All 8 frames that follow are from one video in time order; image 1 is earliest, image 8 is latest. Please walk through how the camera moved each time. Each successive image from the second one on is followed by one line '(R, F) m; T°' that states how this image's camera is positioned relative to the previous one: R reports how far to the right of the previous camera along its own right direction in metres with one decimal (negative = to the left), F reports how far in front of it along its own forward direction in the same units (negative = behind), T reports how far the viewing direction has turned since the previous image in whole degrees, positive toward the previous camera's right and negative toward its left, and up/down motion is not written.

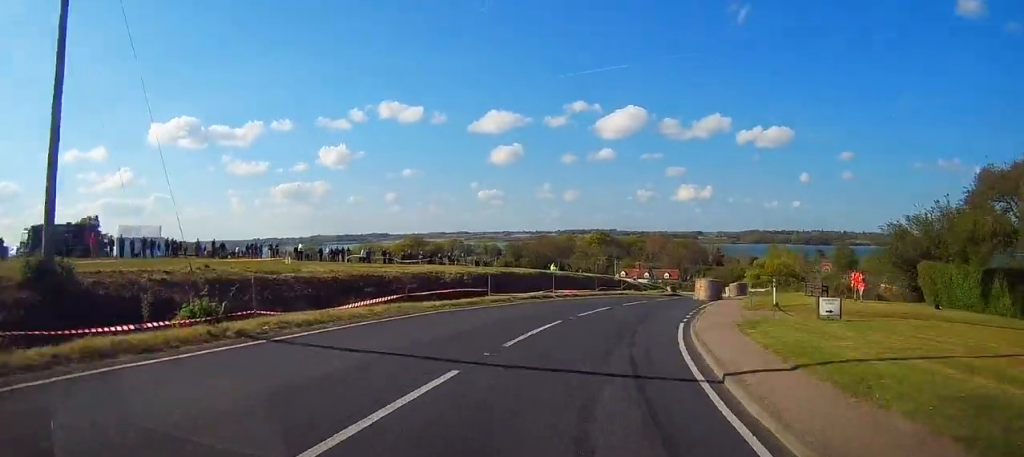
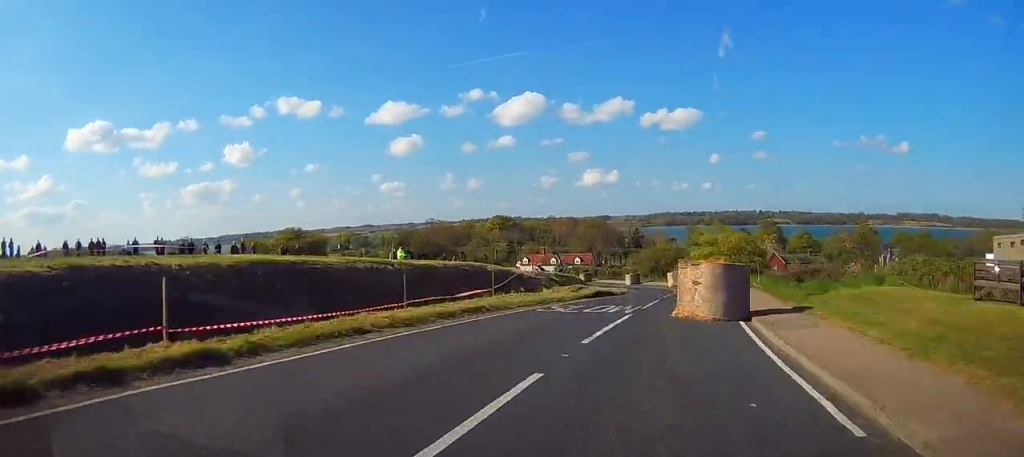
(+2.0, +24.4) m; +8°
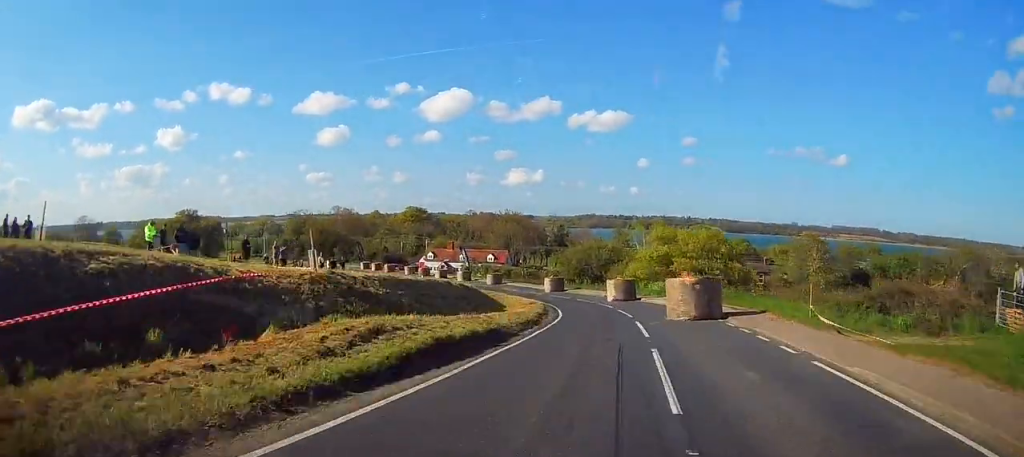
(+1.1, +21.0) m; +4°
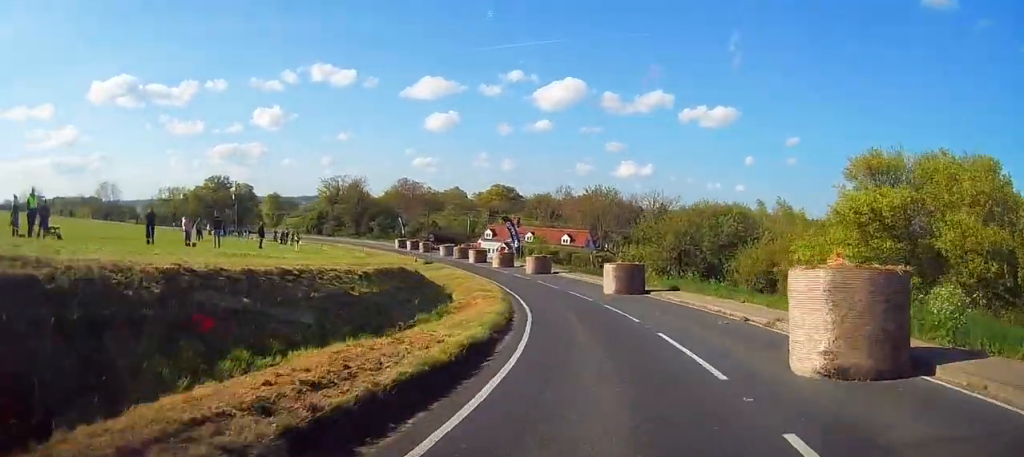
(-0.1, +31.0) m; -6°
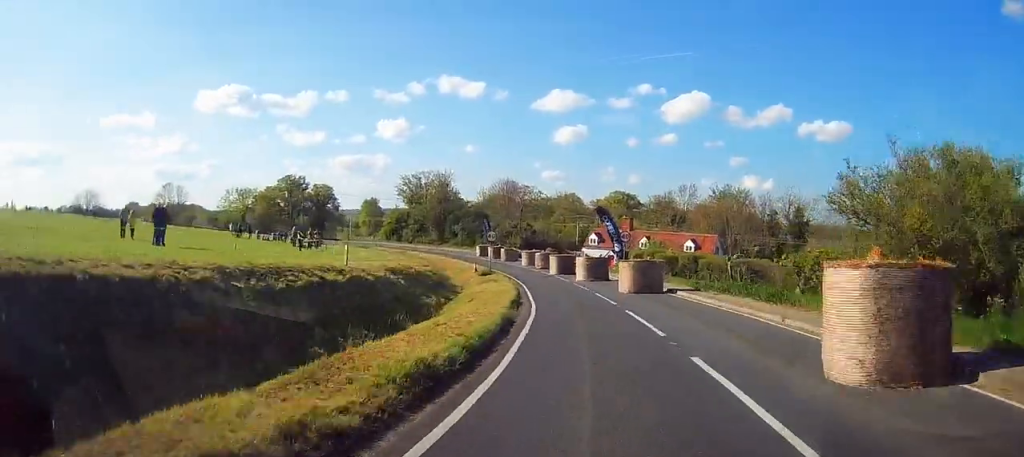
(-1.2, +19.9) m; -8°
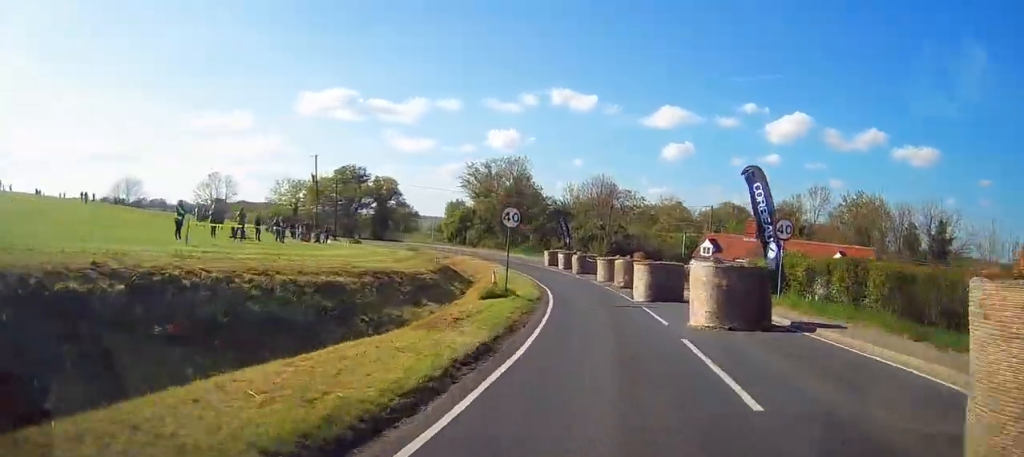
(-2.3, +22.3) m; -9°
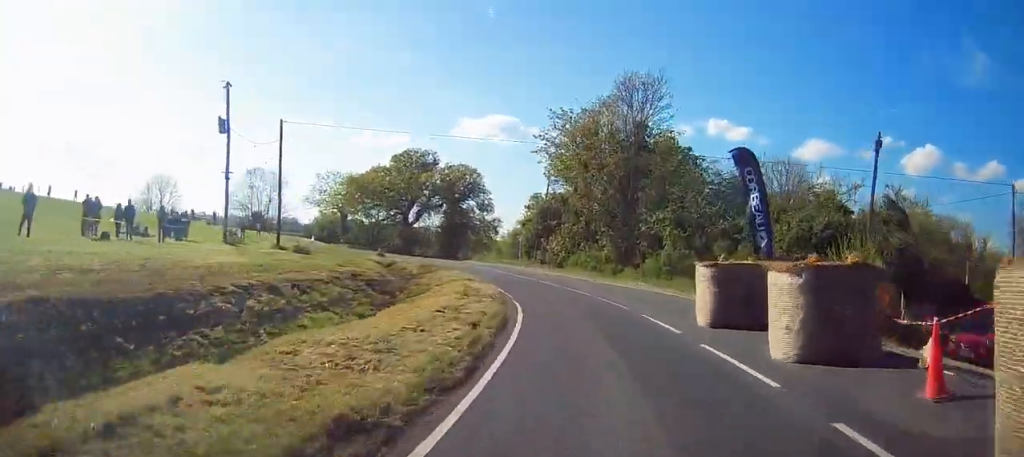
(-5.6, +40.6) m; -17°
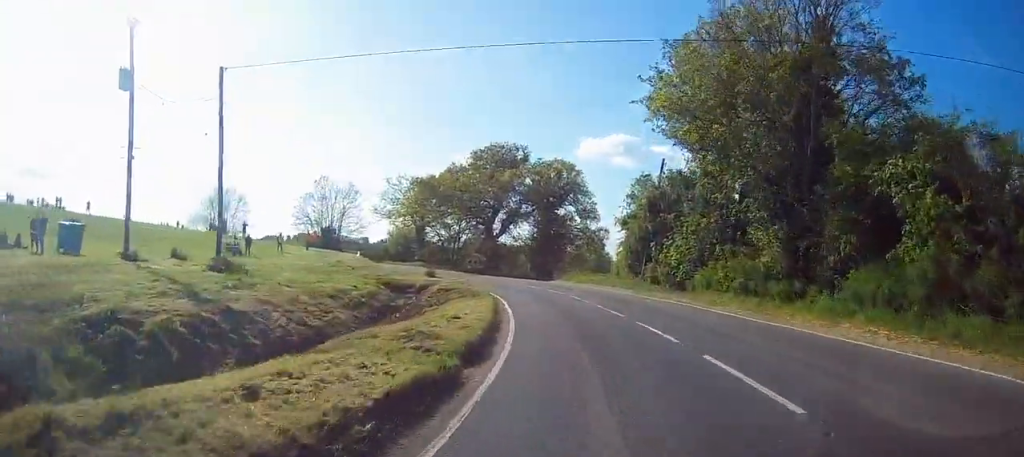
(-1.4, +17.3) m; -10°
